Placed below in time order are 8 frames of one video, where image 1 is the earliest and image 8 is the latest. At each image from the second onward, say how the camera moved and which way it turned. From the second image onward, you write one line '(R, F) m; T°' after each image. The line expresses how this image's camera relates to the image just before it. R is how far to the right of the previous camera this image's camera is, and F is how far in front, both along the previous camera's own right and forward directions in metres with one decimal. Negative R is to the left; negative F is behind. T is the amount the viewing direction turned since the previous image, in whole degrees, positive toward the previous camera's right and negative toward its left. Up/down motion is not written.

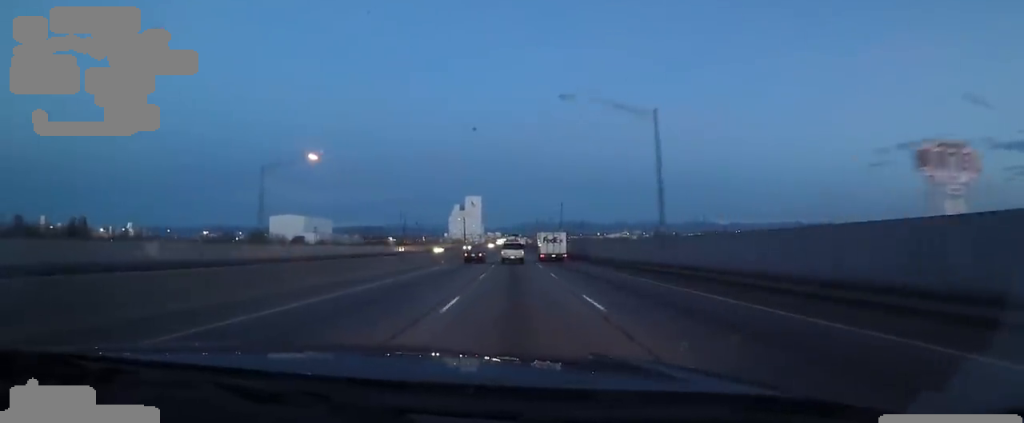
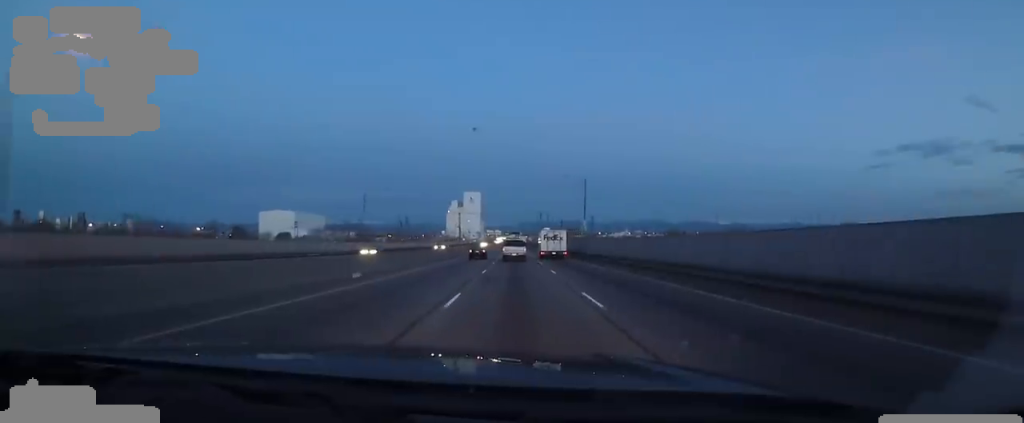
(0.0, +23.6) m; 0°
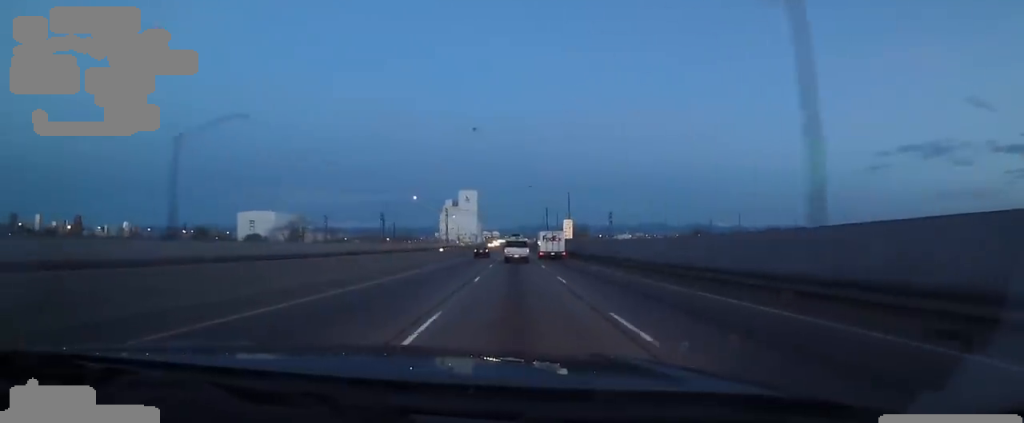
(0.0, +39.9) m; 0°
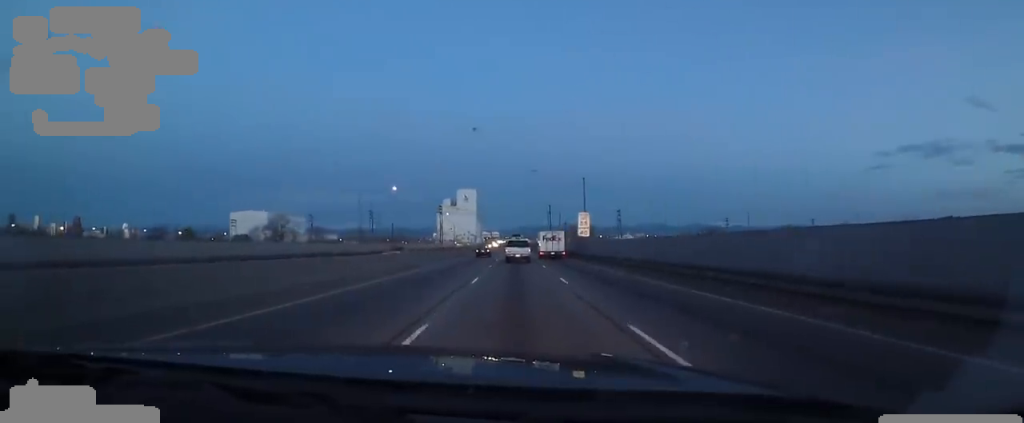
(0.0, +13.6) m; 0°
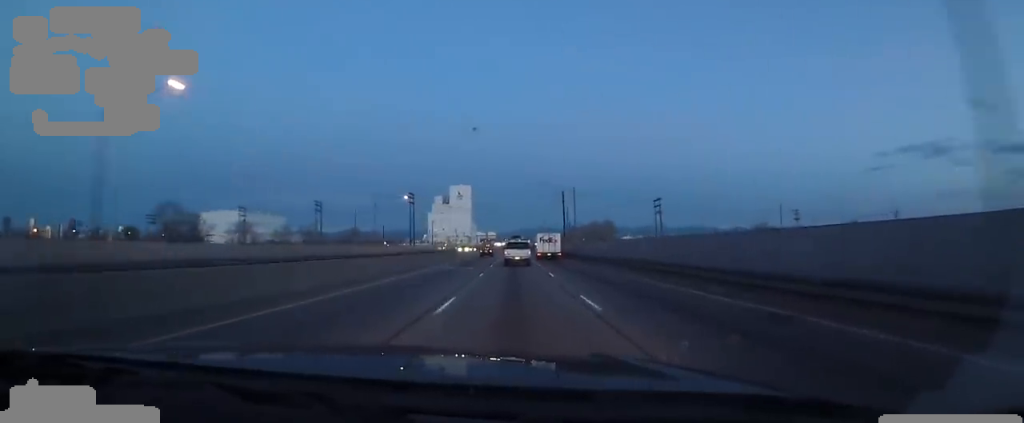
(0.0, +44.3) m; 0°
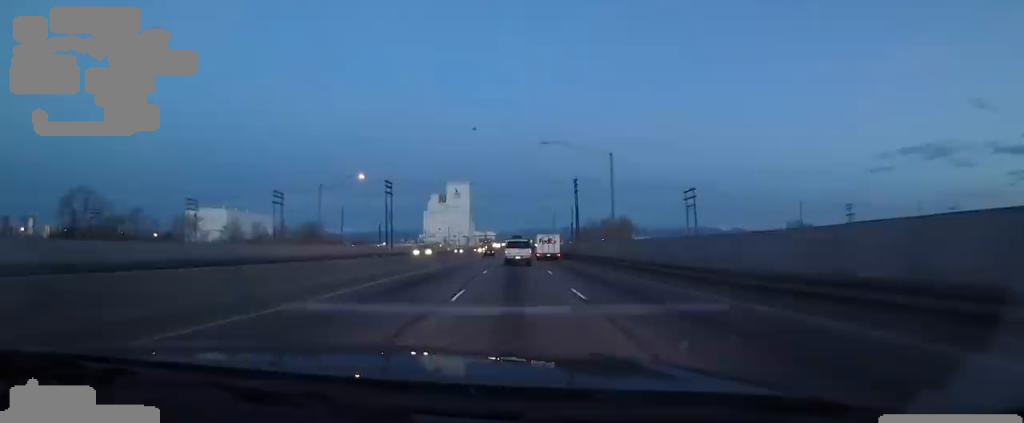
(0.0, +21.7) m; 0°
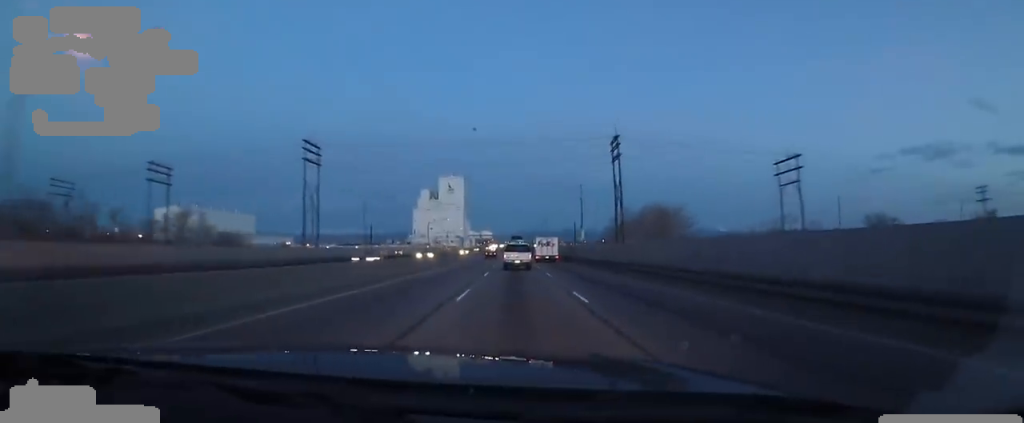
(+0.8, +36.2) m; +3°
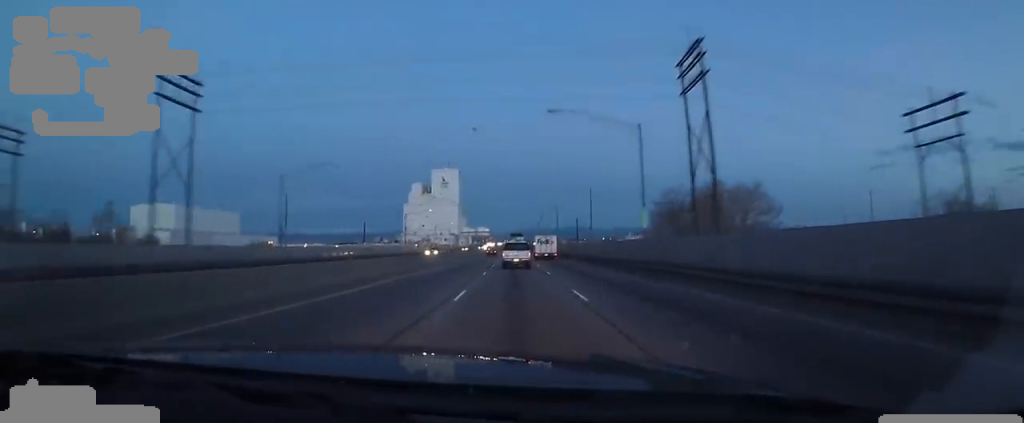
(+0.8, +24.5) m; -1°
